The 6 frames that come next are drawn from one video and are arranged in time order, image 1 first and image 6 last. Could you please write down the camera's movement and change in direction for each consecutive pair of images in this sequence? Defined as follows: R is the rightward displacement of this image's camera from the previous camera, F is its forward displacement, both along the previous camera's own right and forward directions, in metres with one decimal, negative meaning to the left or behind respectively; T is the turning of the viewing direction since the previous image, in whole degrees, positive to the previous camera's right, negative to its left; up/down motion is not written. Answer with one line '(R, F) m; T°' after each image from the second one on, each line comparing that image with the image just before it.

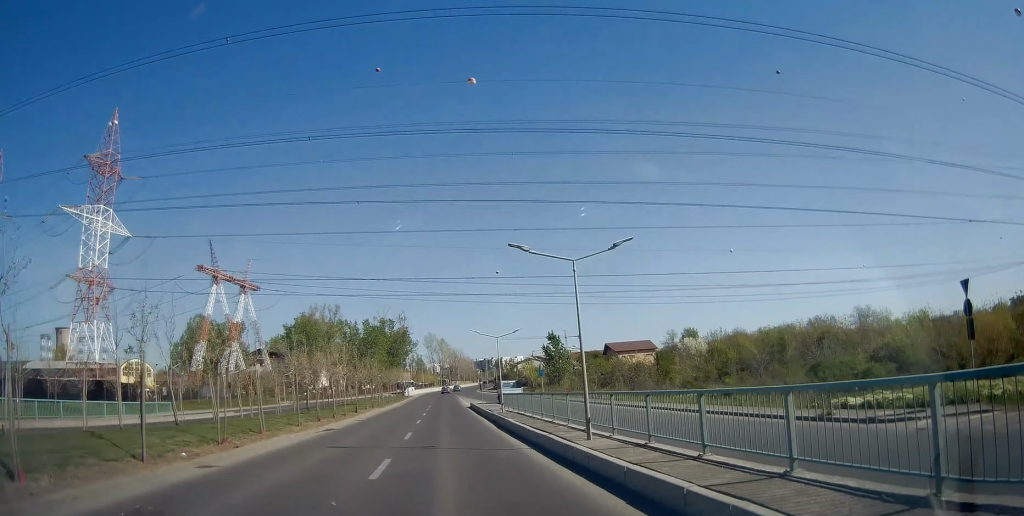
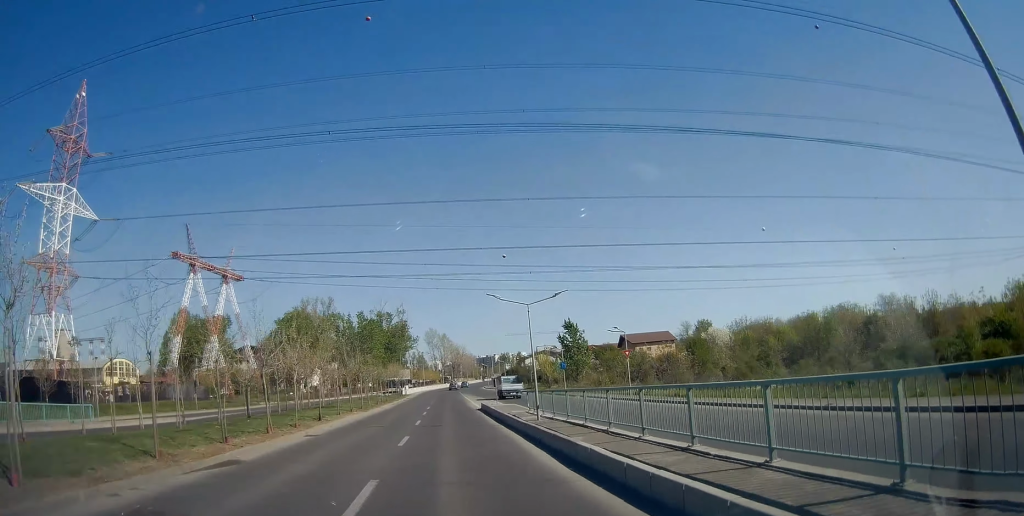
(-0.1, +11.5) m; 0°
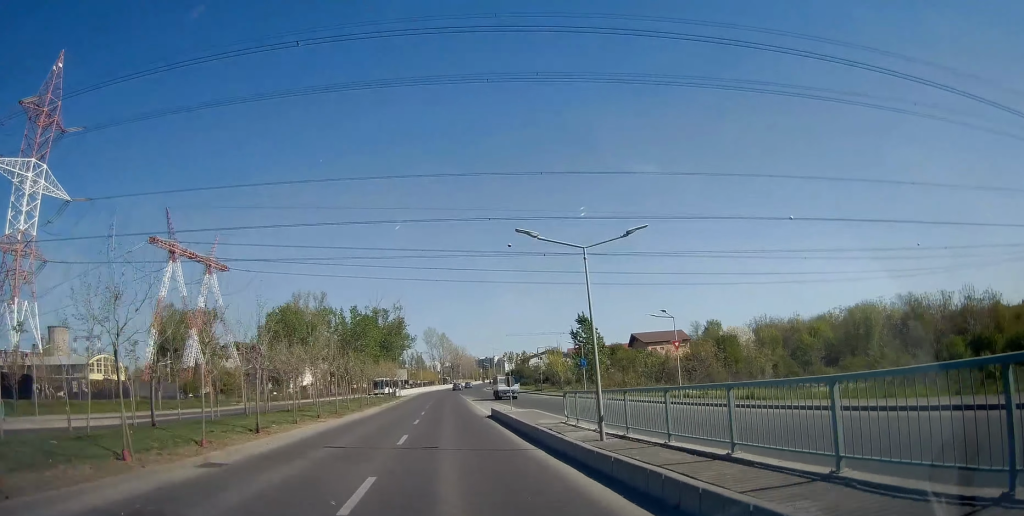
(0.0, +9.0) m; 0°
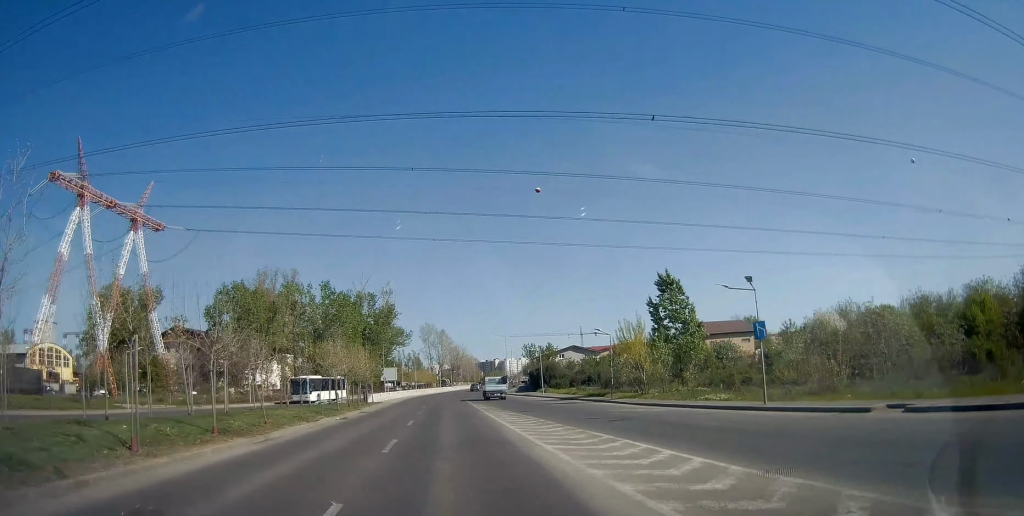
(0.0, +29.7) m; 0°
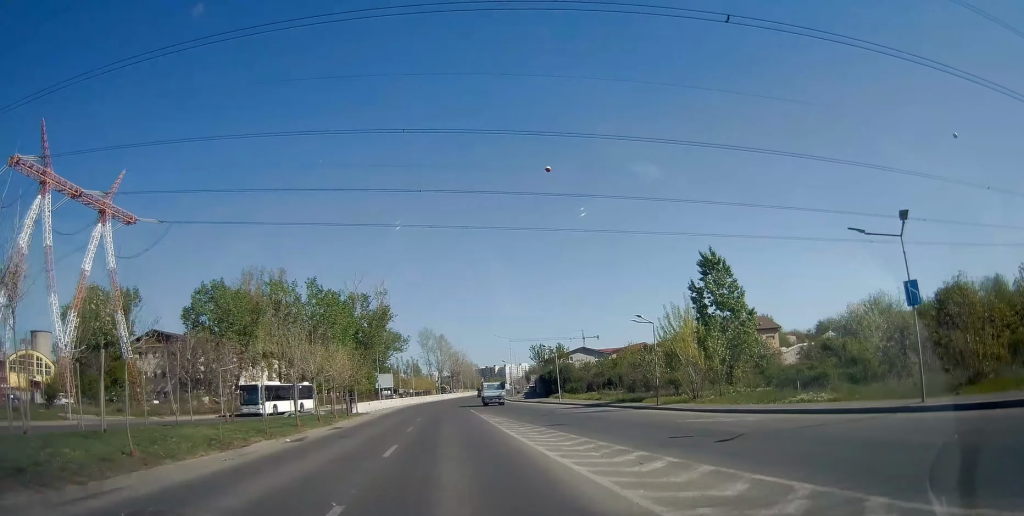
(0.0, +8.8) m; 0°
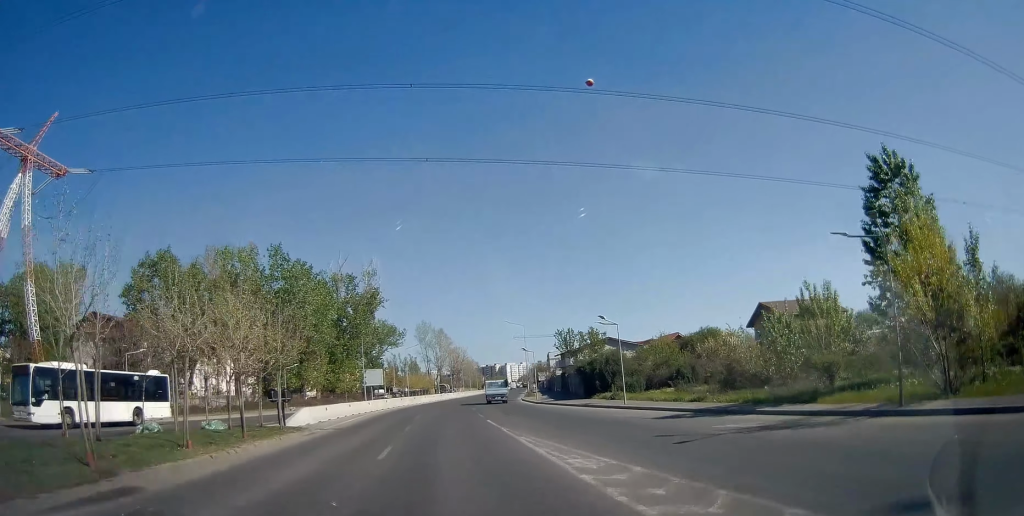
(0.0, +18.7) m; 0°
